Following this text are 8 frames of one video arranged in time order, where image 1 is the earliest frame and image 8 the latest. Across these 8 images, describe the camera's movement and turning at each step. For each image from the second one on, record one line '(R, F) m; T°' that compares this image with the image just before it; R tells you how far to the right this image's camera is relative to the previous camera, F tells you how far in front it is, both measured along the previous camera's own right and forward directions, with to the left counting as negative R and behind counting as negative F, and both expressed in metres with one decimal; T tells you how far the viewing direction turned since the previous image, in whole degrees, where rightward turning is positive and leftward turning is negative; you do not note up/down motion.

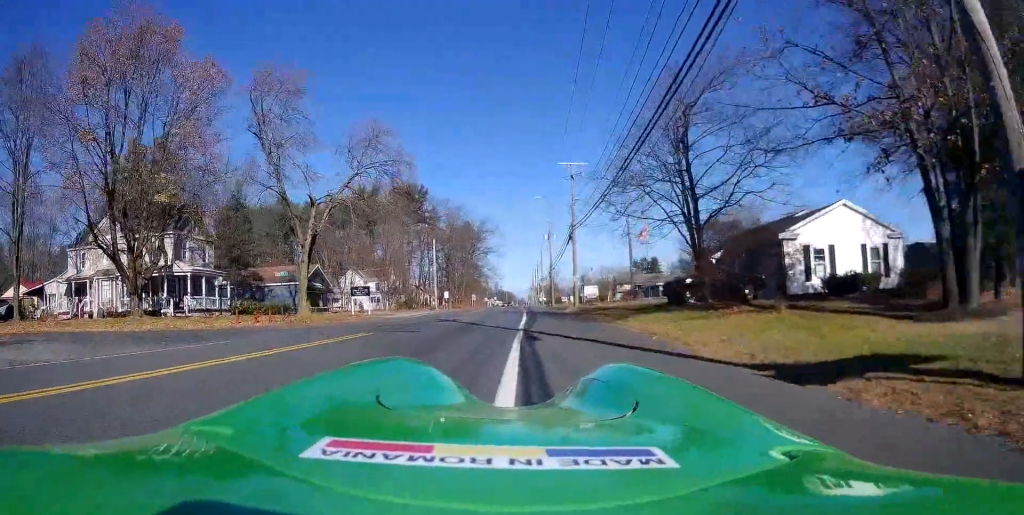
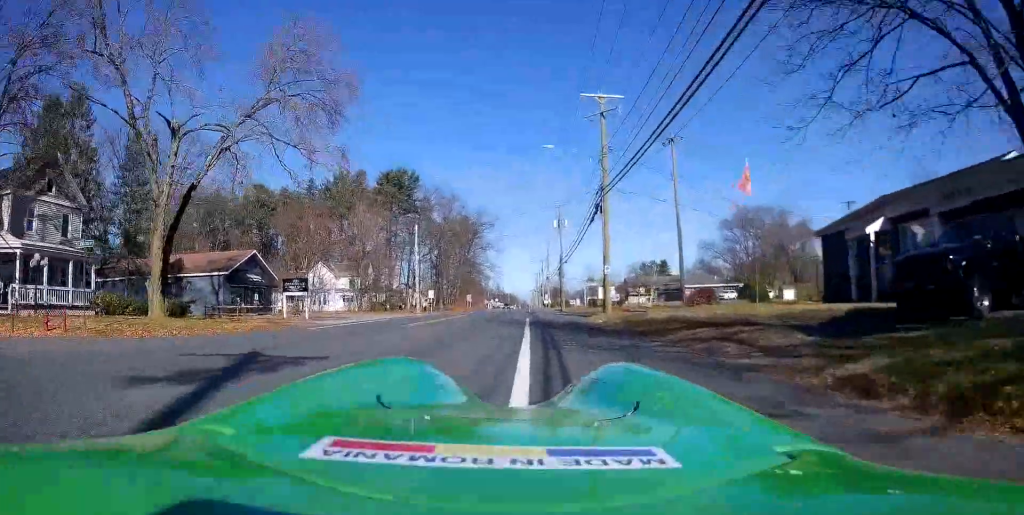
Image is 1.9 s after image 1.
(+0.4, +16.4) m; +1°
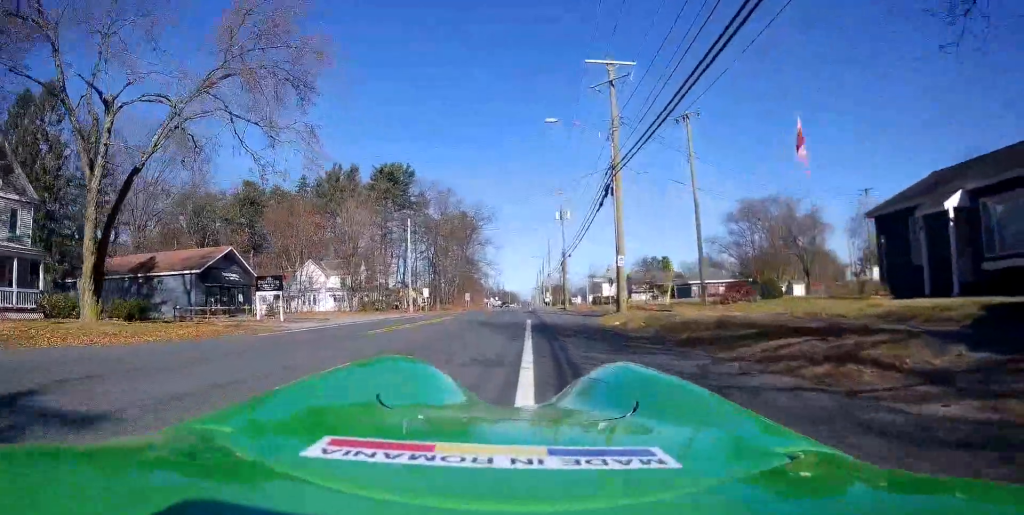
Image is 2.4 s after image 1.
(-0.2, +4.4) m; -1°
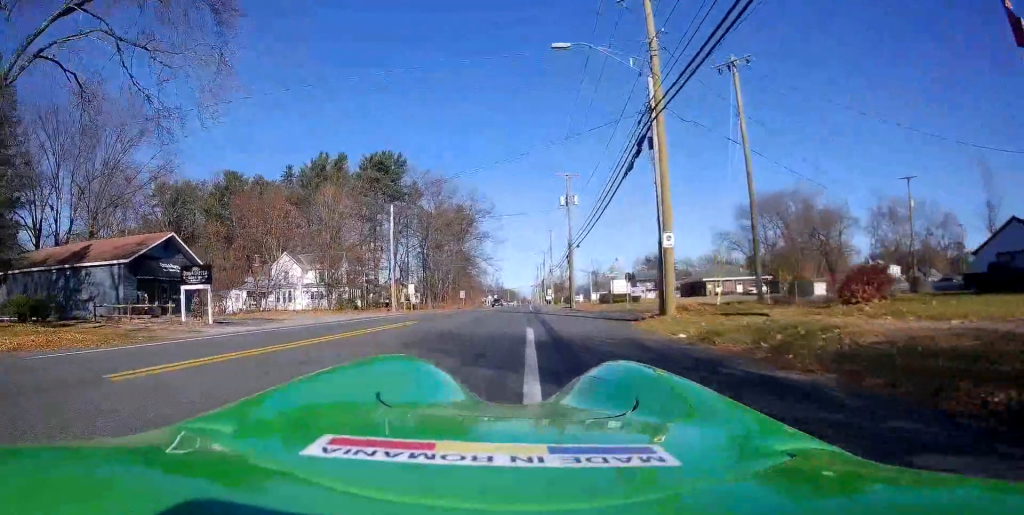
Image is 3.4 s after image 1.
(+0.1, +8.8) m; +1°
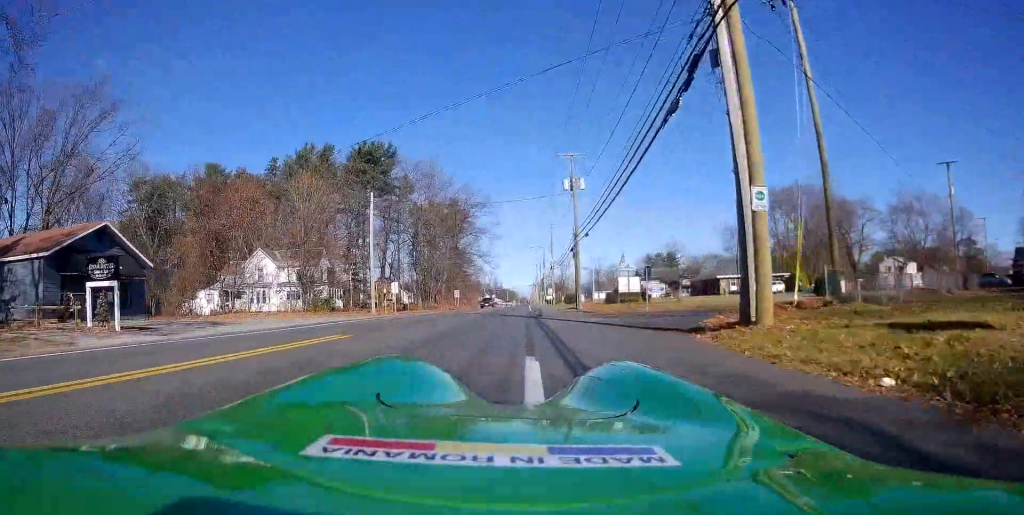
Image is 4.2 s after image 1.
(0.0, +7.3) m; 0°
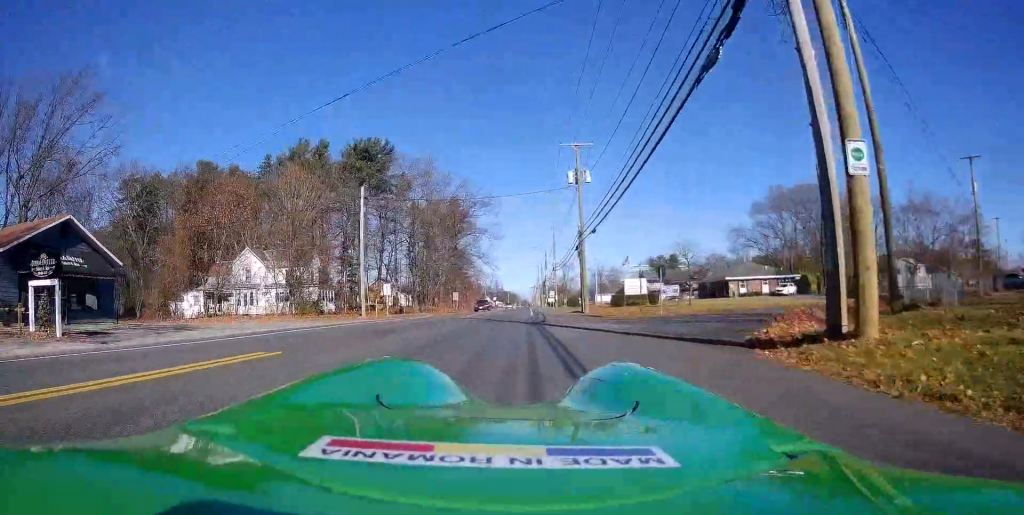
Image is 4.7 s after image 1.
(0.0, +3.6) m; 0°
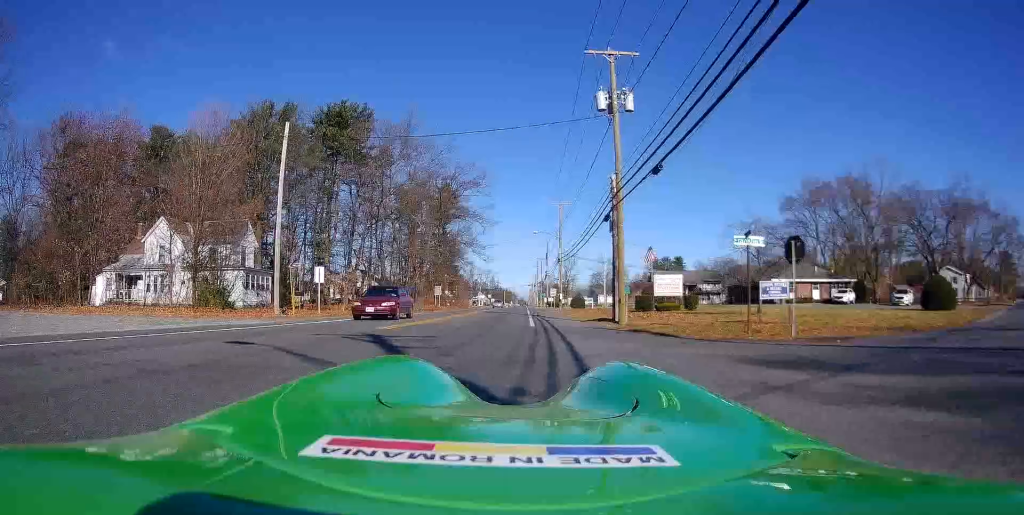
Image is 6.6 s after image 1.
(+0.4, +16.5) m; 0°
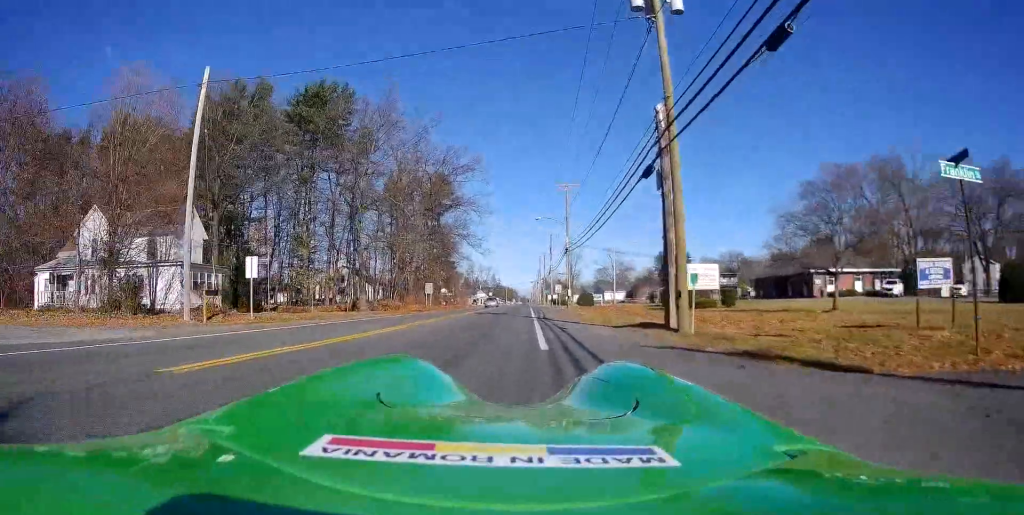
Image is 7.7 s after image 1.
(-0.4, +9.7) m; 0°
